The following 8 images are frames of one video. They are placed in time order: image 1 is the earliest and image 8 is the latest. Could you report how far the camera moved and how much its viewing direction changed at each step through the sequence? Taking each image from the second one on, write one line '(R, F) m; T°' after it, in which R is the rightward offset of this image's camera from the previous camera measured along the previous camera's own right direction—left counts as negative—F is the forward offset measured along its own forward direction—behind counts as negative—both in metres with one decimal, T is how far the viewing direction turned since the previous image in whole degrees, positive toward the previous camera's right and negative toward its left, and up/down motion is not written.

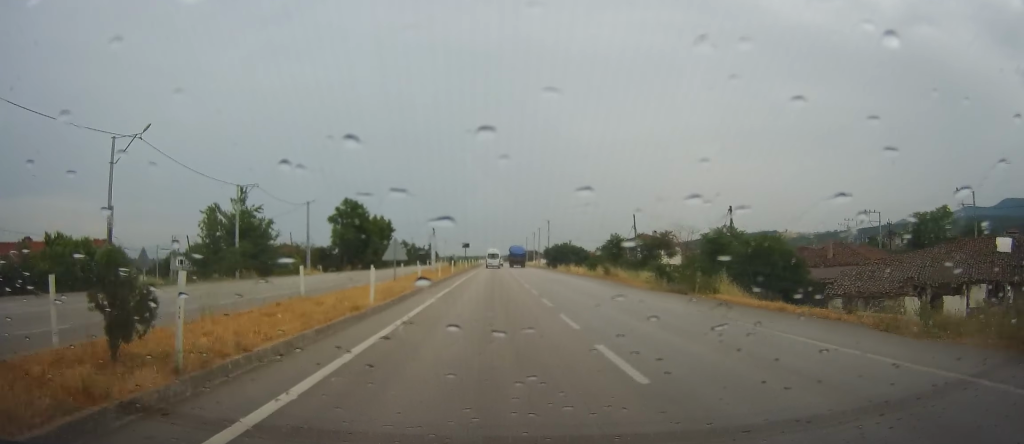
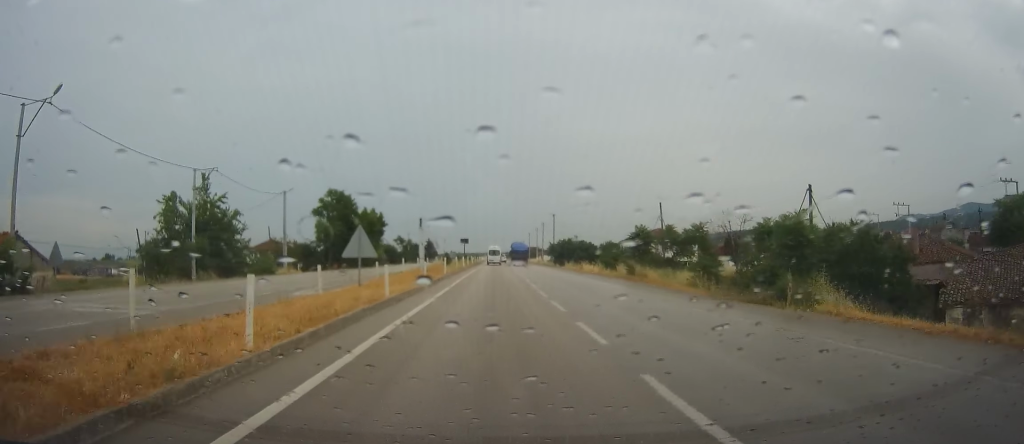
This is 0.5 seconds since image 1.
(-0.2, +8.8) m; -1°
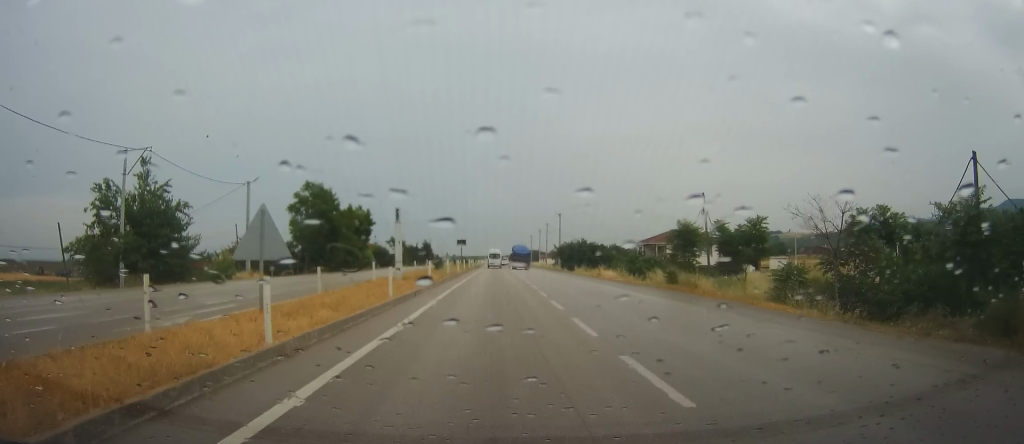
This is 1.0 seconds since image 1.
(+0.3, +10.0) m; 0°
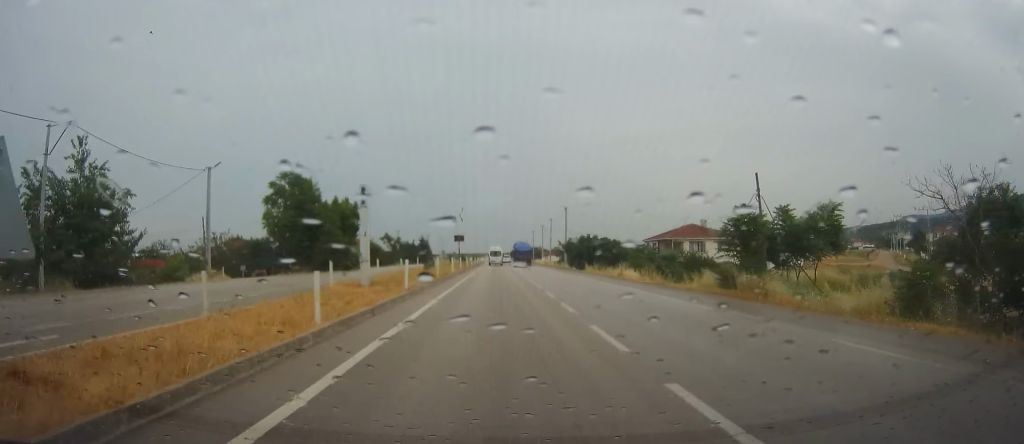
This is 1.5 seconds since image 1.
(+0.1, +8.9) m; 0°
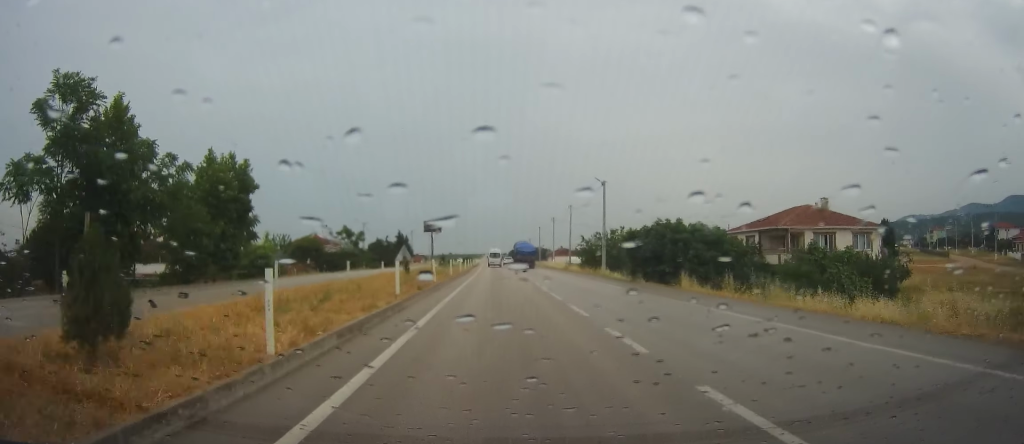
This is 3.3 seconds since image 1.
(-0.7, +36.2) m; -1°
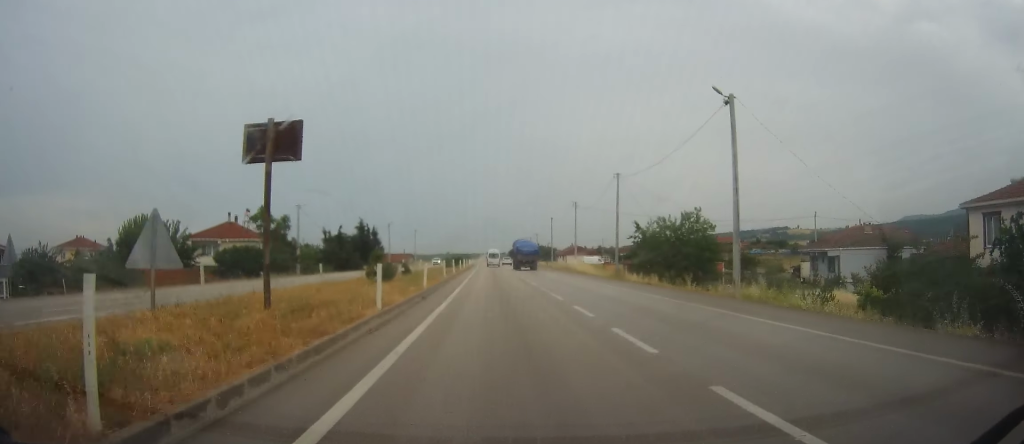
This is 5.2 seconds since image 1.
(-0.2, +35.8) m; +3°
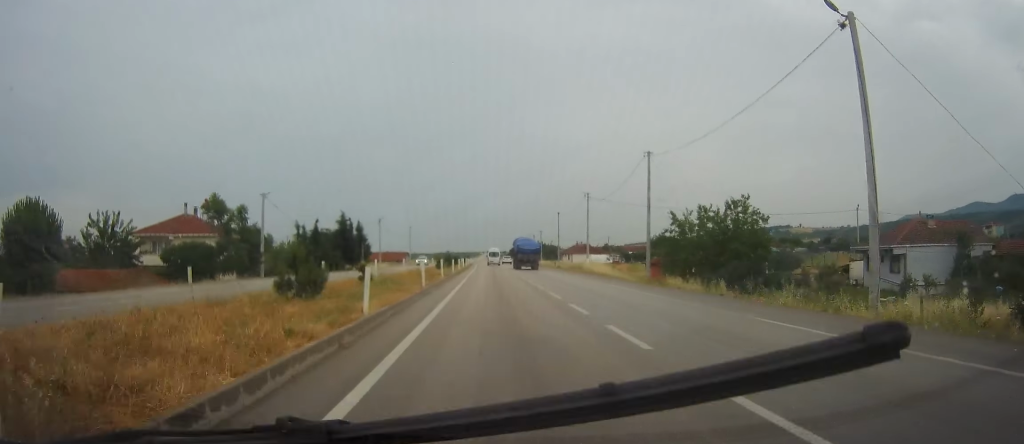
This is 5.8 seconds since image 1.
(+0.4, +11.9) m; +1°
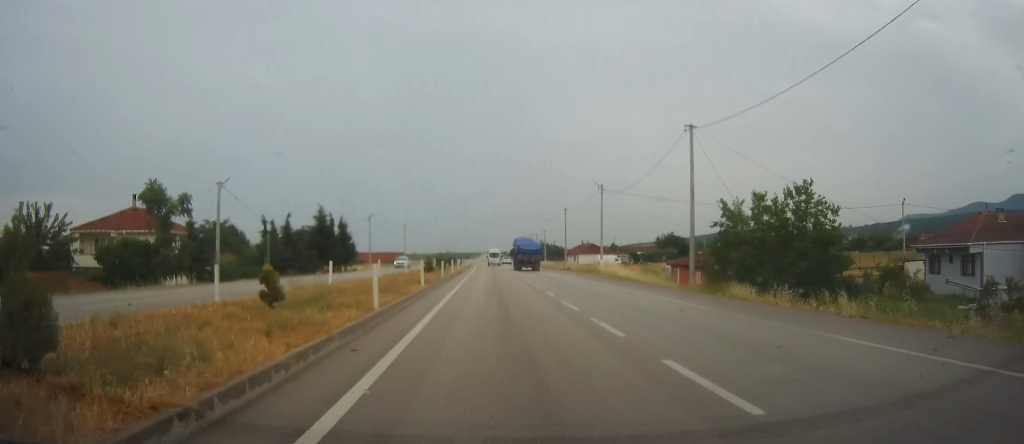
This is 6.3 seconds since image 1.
(+0.5, +10.3) m; 0°
